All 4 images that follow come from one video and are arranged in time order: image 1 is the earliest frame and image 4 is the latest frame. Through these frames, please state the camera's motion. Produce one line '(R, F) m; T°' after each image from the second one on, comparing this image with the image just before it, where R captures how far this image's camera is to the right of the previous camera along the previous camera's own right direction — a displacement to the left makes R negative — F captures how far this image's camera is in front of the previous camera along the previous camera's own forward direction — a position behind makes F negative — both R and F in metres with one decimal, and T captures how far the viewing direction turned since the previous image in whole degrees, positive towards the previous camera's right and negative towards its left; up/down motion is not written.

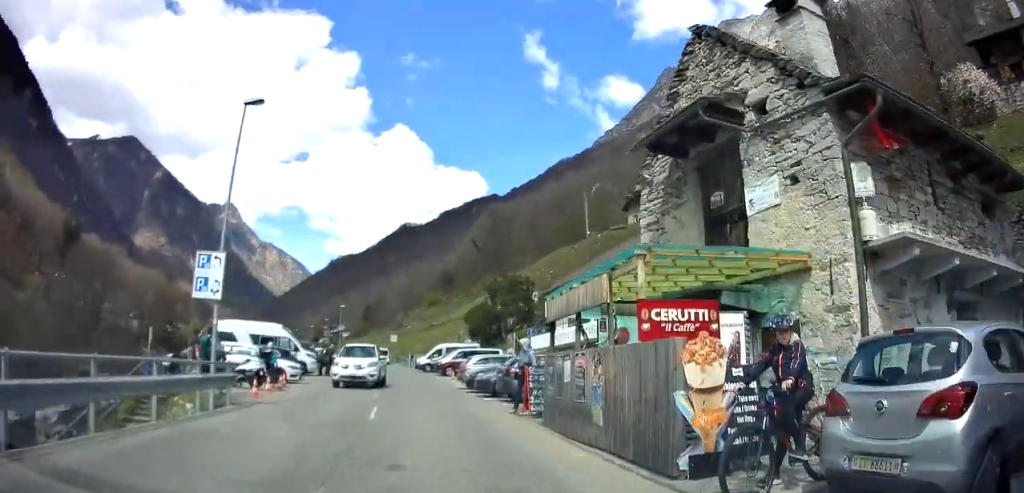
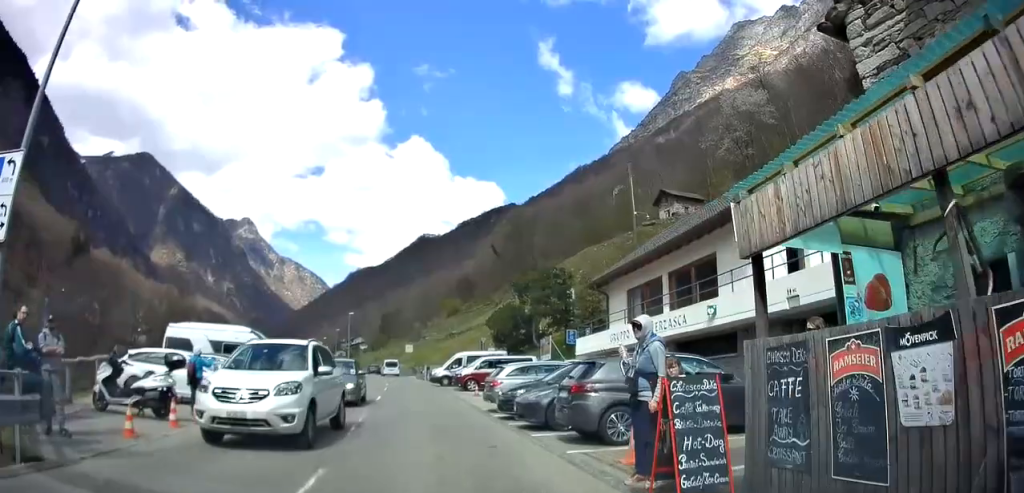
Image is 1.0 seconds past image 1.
(-0.5, +8.0) m; -5°
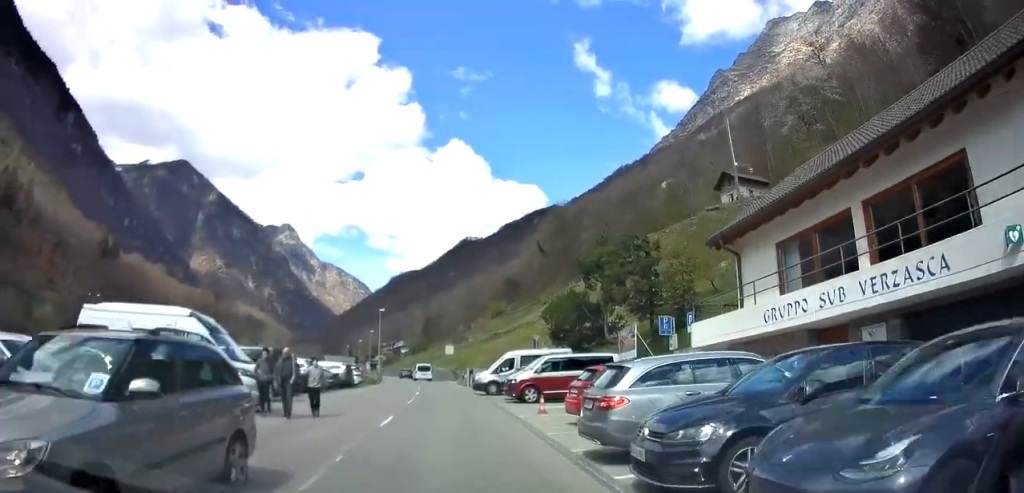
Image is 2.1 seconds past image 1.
(-0.3, +9.0) m; -3°
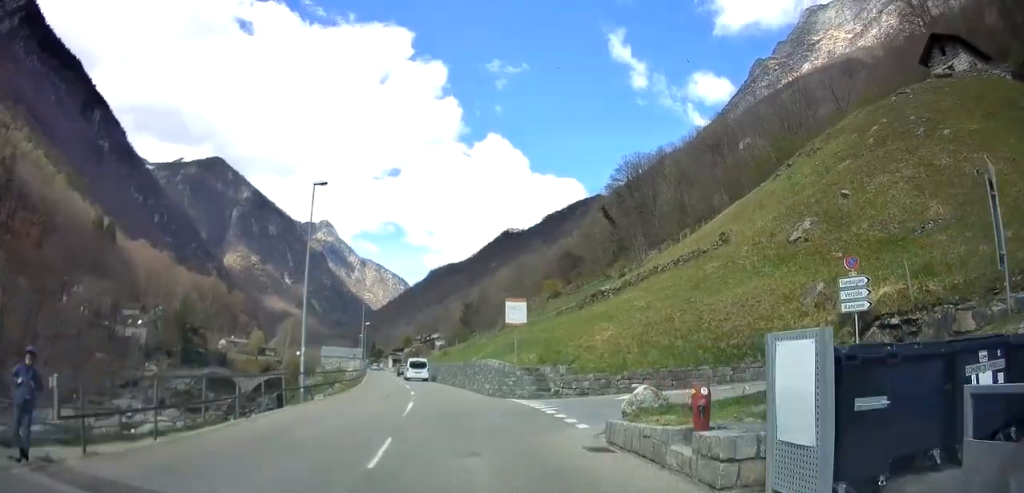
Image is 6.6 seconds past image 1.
(-1.7, +40.7) m; -5°
